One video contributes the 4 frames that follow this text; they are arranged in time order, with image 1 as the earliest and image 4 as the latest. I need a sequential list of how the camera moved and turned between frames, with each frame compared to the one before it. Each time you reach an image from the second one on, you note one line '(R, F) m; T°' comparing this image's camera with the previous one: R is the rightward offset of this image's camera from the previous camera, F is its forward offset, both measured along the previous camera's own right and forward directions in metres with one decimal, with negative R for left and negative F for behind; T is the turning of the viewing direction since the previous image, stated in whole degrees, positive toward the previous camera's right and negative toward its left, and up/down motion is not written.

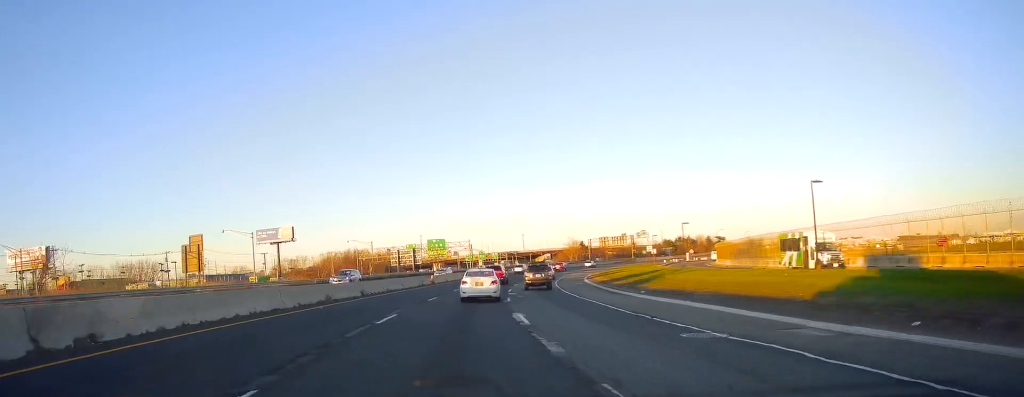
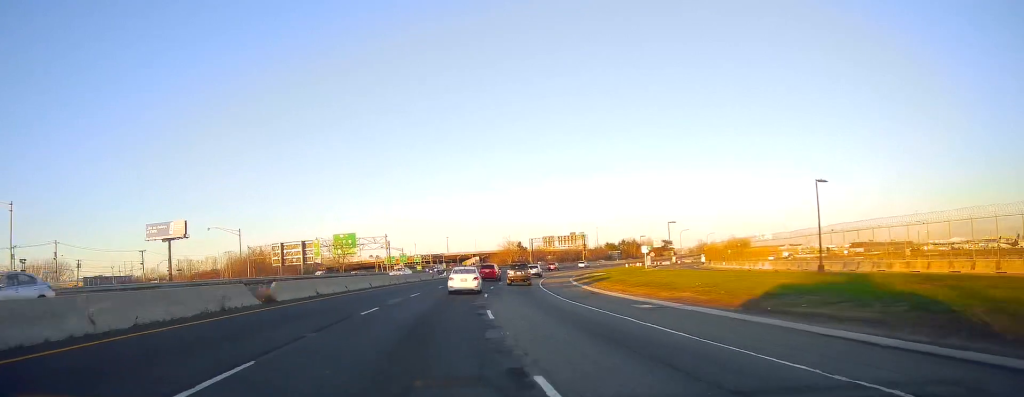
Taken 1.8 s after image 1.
(+2.0, +34.9) m; +7°
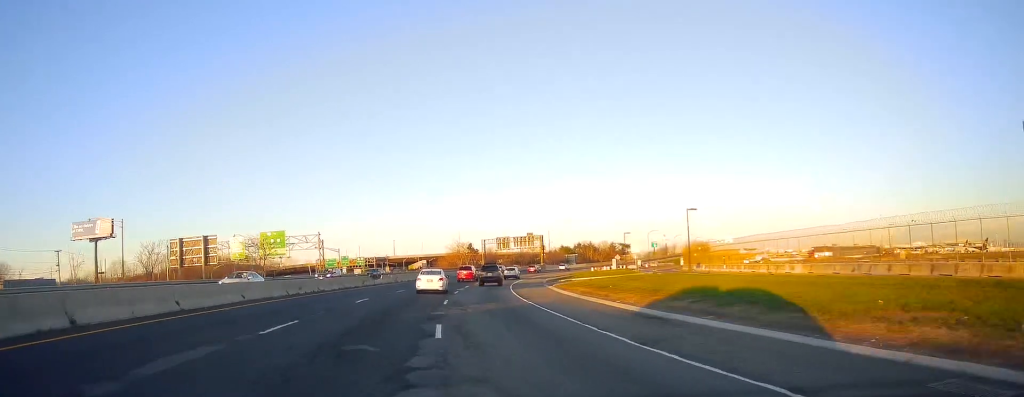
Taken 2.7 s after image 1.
(+0.3, +16.4) m; +4°
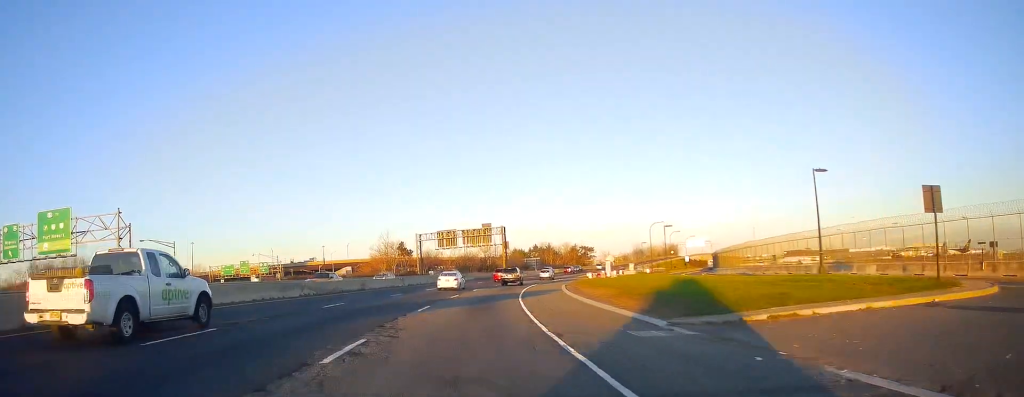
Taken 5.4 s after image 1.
(+4.2, +50.5) m; +9°
